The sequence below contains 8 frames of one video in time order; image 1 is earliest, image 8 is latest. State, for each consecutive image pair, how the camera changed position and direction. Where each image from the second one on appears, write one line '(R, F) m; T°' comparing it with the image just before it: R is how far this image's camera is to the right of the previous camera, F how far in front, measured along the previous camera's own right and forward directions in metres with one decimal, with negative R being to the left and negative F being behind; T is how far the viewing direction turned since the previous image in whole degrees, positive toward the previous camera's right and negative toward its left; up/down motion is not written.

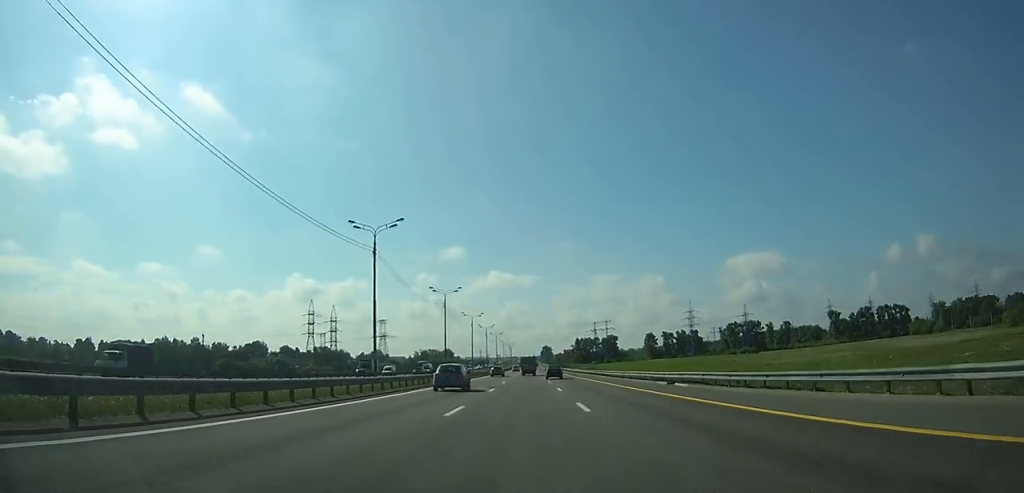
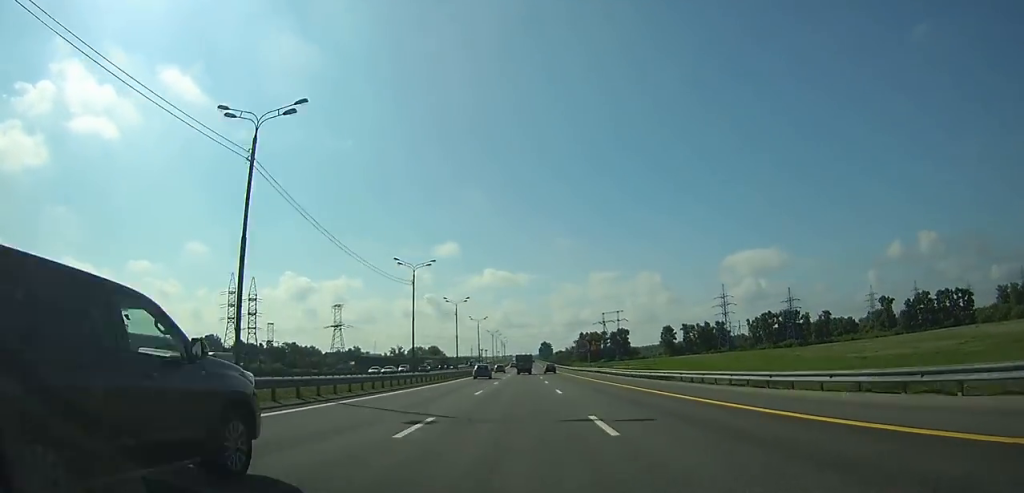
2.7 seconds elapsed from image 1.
(+0.3, +69.2) m; 0°
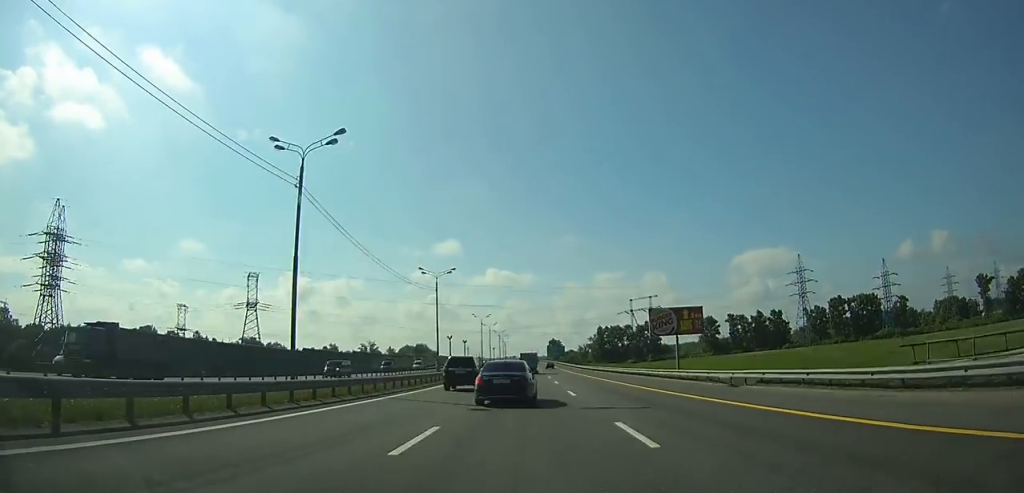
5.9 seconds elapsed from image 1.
(+0.1, +82.0) m; 0°
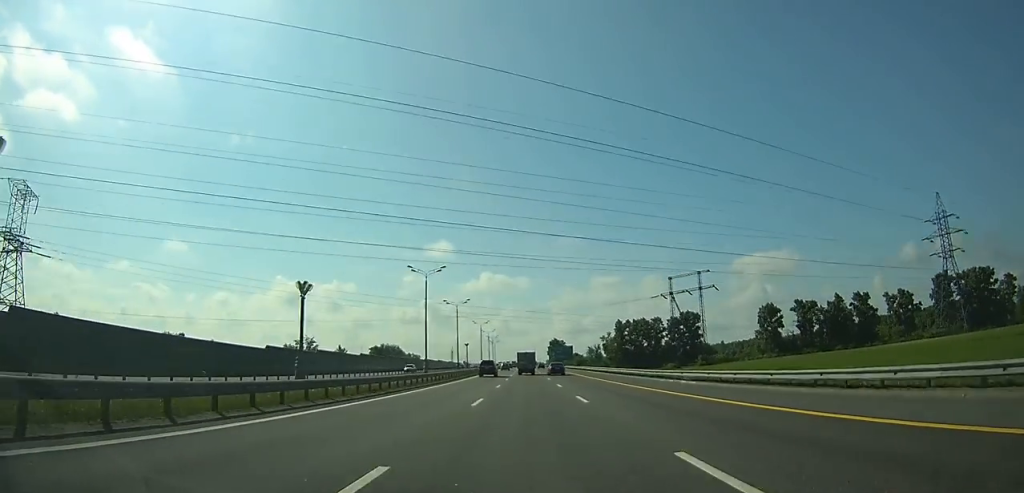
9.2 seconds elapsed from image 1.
(-0.2, +83.8) m; 0°
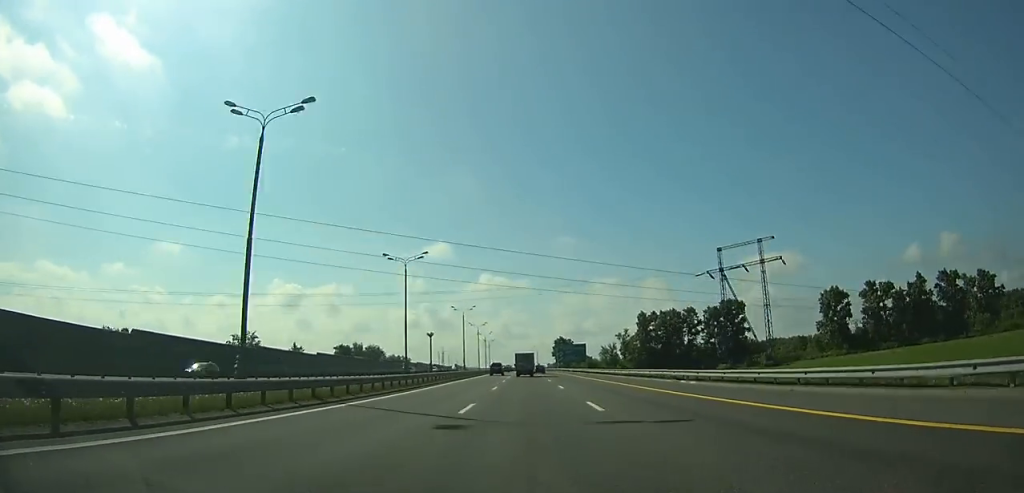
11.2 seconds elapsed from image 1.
(0.0, +50.1) m; 0°
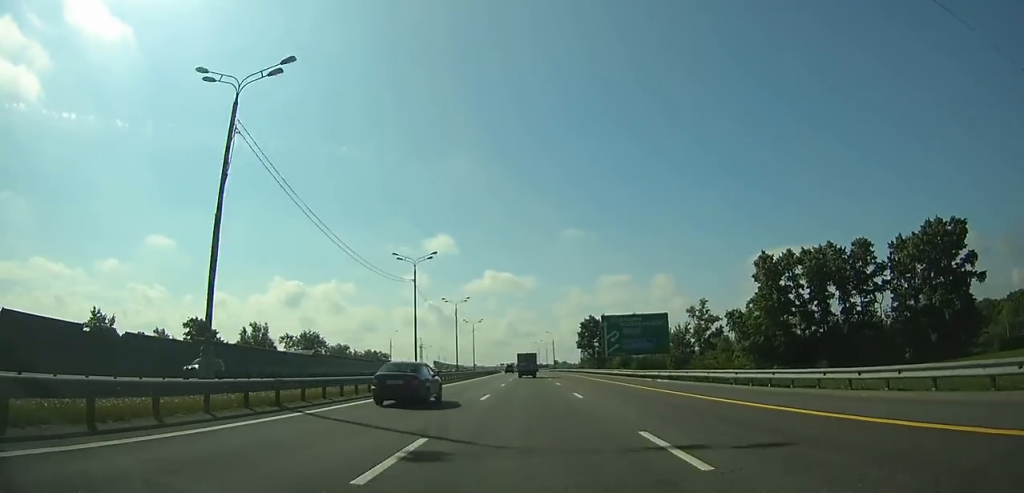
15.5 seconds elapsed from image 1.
(-0.1, +103.9) m; 0°
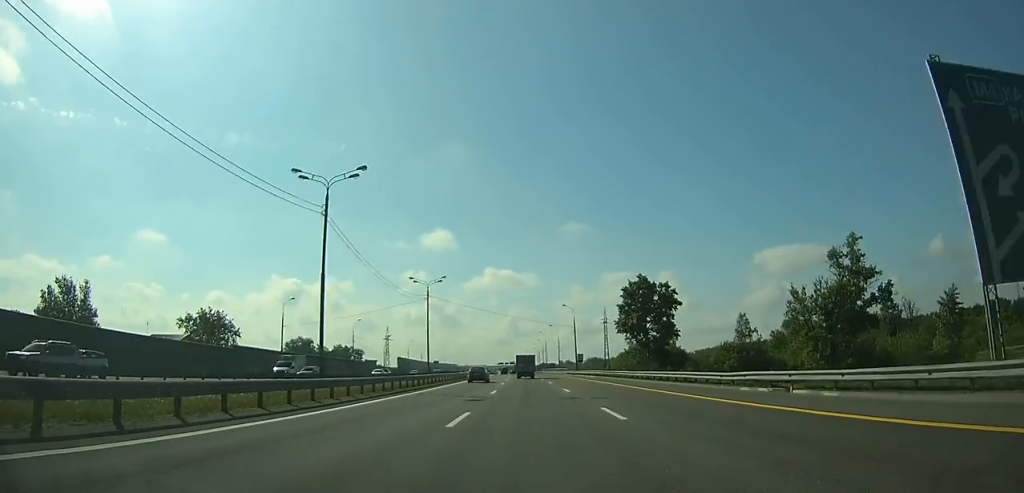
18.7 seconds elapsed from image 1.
(-0.4, +74.5) m; 0°
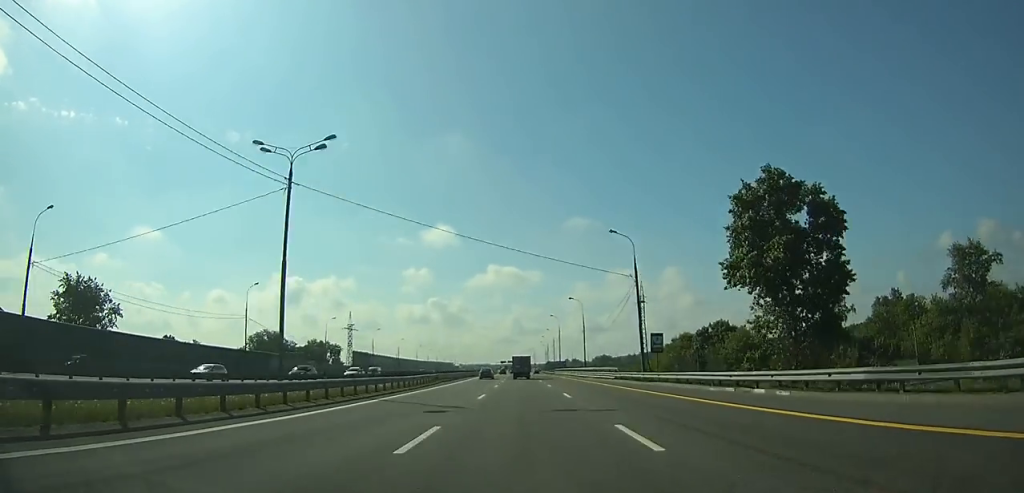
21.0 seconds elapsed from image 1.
(-0.1, +52.4) m; 0°
